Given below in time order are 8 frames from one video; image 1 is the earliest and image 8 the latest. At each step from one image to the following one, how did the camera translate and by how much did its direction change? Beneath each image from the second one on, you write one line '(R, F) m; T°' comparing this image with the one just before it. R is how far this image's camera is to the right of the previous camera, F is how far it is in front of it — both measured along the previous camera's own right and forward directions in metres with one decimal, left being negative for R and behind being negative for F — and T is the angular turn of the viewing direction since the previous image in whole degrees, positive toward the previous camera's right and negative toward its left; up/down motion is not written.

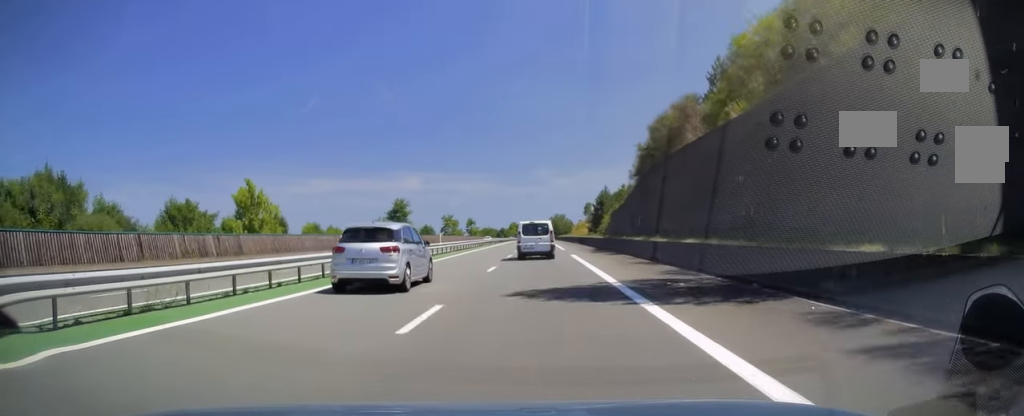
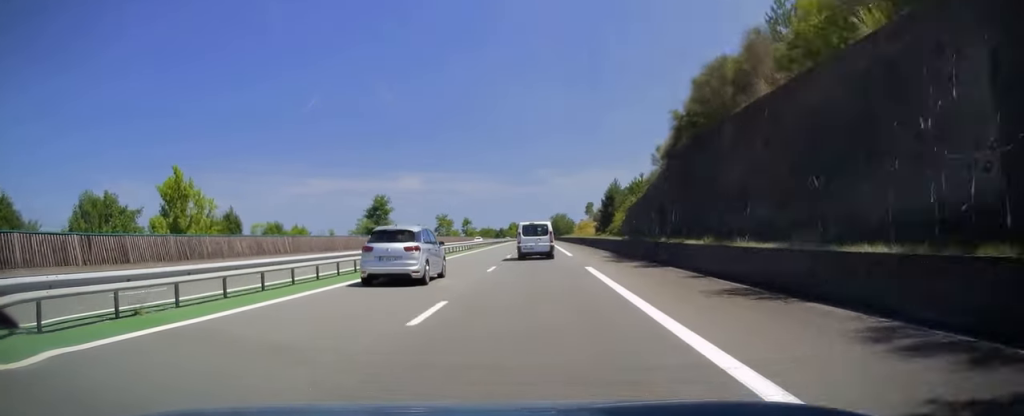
(0.0, +12.3) m; 0°
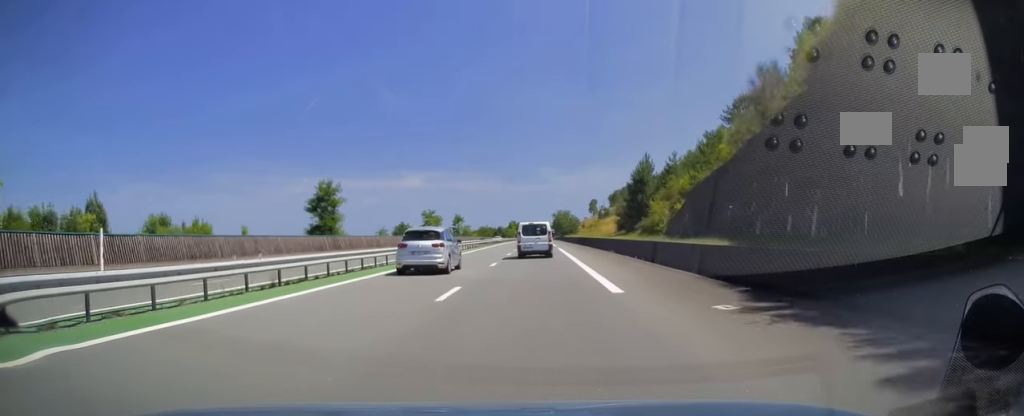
(0.0, +22.7) m; -1°
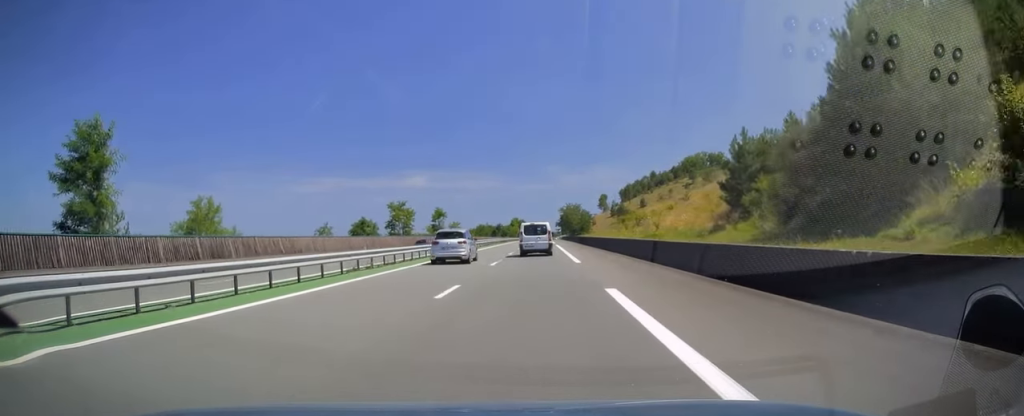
(-0.2, +38.6) m; 0°
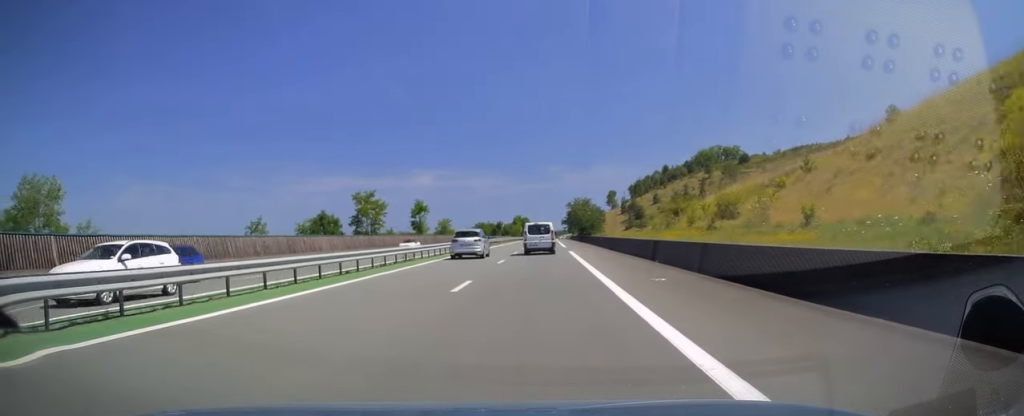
(+0.1, +24.7) m; 0°
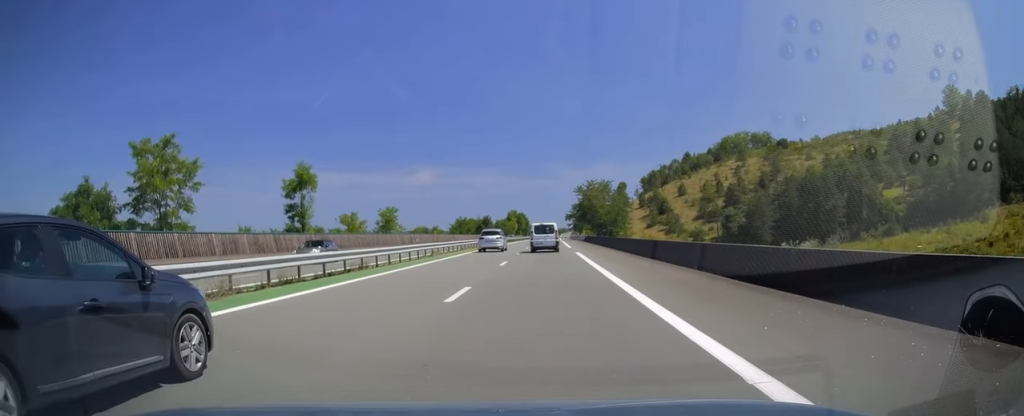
(-0.1, +54.3) m; 0°
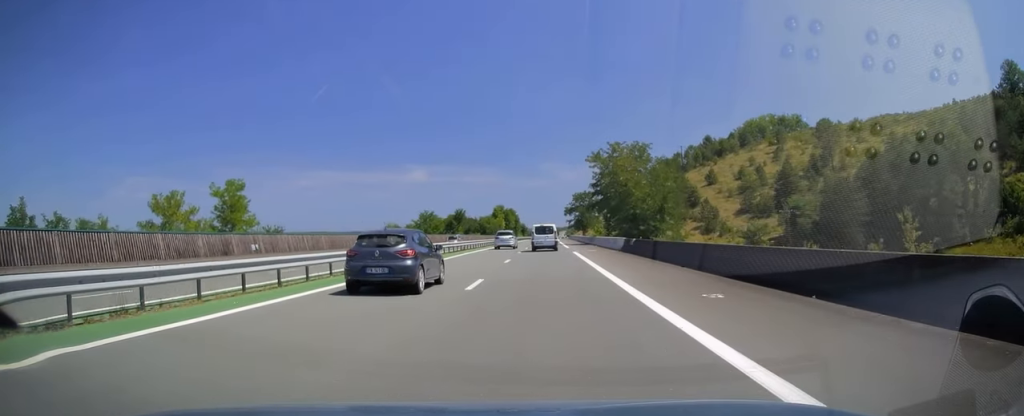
(+0.1, +49.4) m; 0°
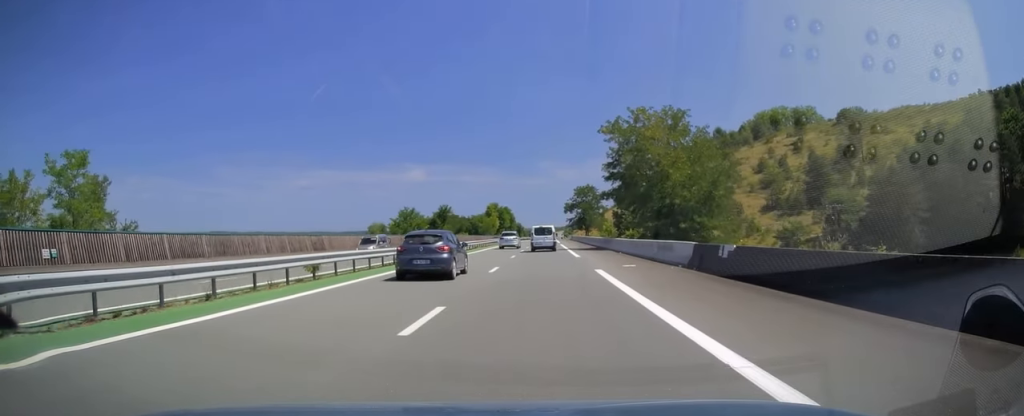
(+0.1, +19.3) m; 0°
